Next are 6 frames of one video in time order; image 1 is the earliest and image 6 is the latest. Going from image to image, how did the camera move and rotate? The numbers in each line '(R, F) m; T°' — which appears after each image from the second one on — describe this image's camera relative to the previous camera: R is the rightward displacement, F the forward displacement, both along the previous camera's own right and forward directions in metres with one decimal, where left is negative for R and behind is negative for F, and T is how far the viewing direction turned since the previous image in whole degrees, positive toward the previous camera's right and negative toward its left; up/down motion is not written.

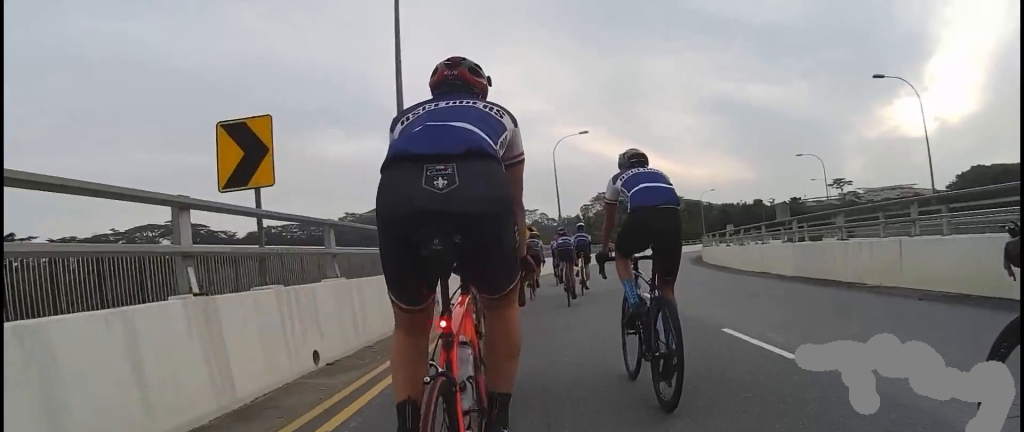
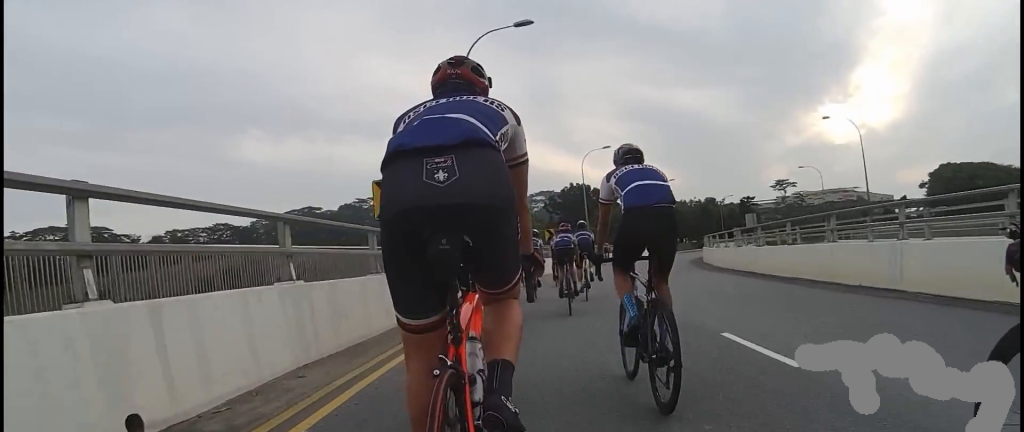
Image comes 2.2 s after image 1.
(-1.0, +18.7) m; -5°
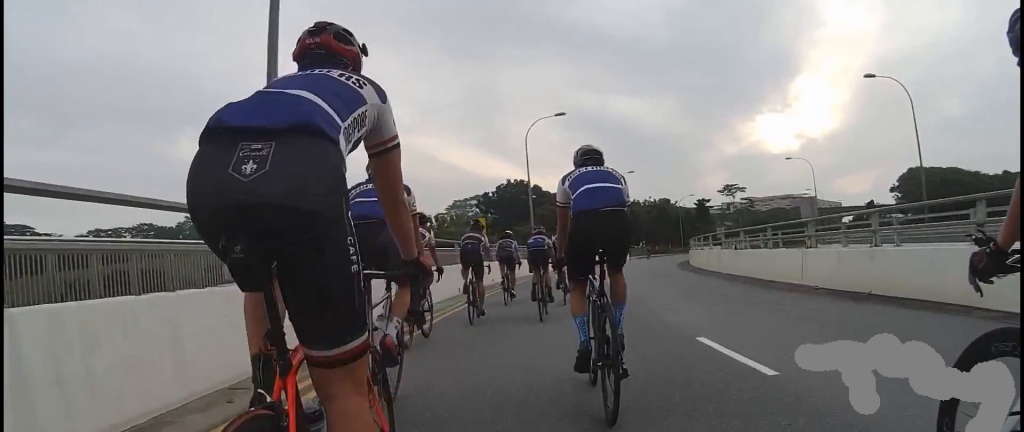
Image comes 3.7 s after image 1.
(+2.0, +12.0) m; +16°
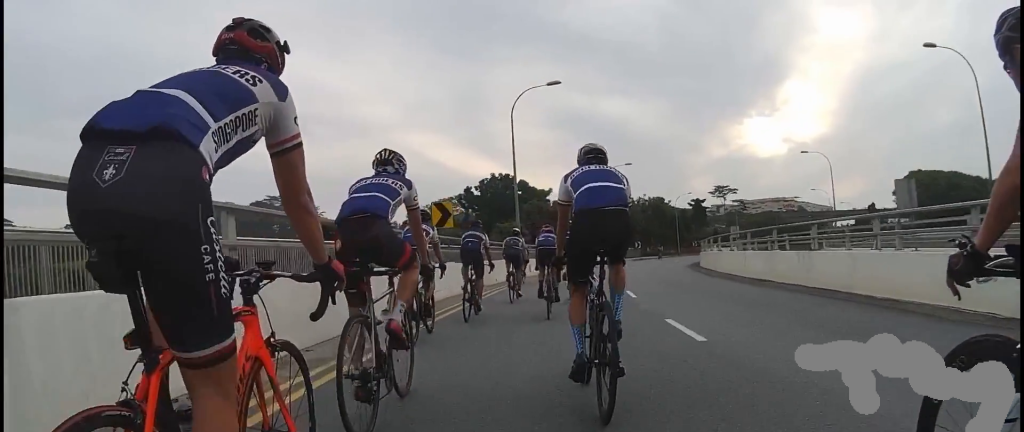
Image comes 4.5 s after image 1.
(0.0, +6.0) m; 0°
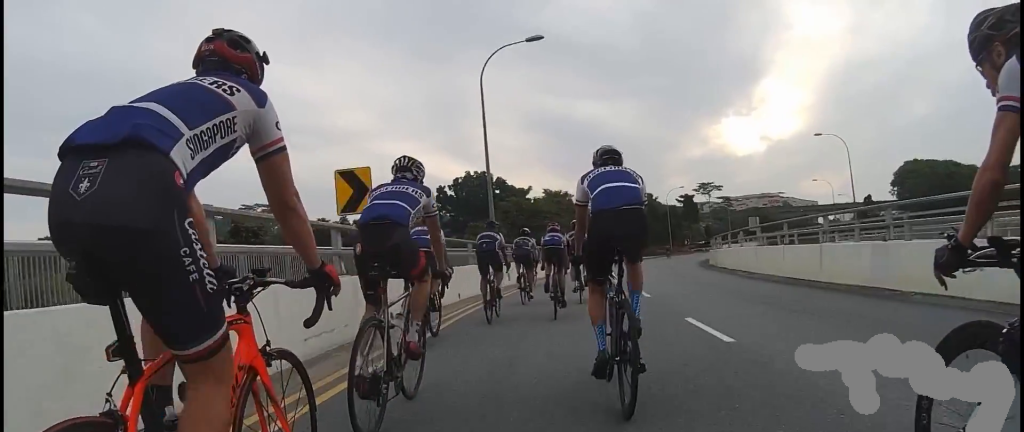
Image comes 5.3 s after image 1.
(0.0, +6.7) m; 0°
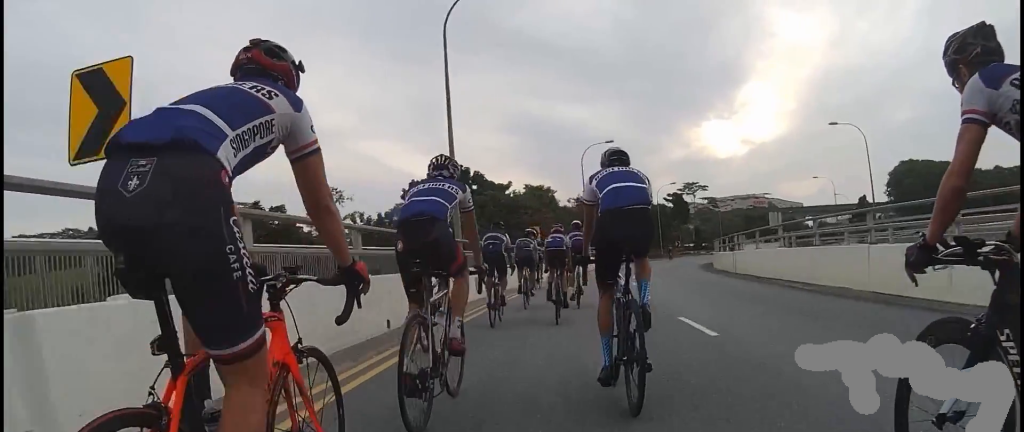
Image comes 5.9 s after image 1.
(0.0, +5.6) m; +3°
